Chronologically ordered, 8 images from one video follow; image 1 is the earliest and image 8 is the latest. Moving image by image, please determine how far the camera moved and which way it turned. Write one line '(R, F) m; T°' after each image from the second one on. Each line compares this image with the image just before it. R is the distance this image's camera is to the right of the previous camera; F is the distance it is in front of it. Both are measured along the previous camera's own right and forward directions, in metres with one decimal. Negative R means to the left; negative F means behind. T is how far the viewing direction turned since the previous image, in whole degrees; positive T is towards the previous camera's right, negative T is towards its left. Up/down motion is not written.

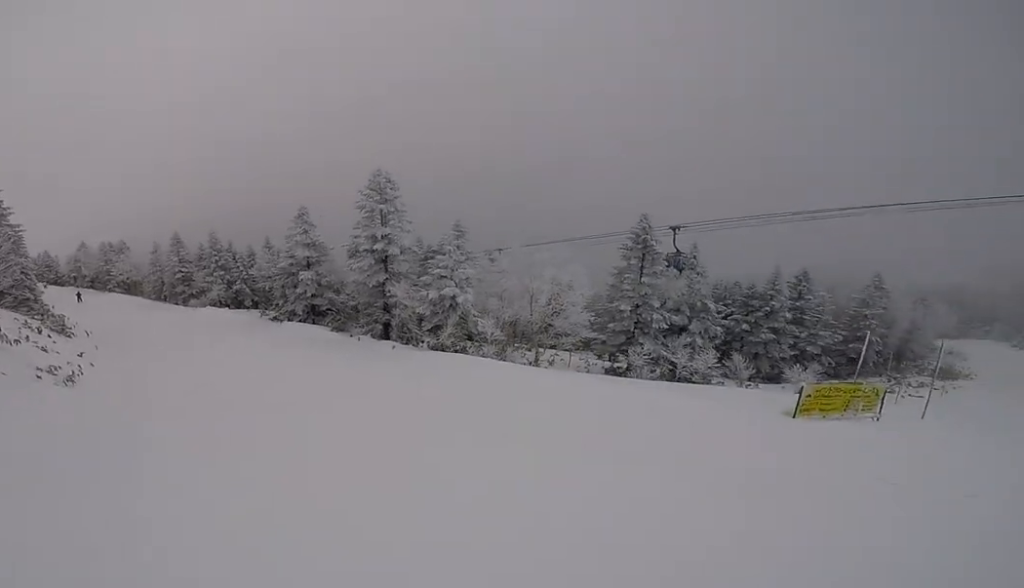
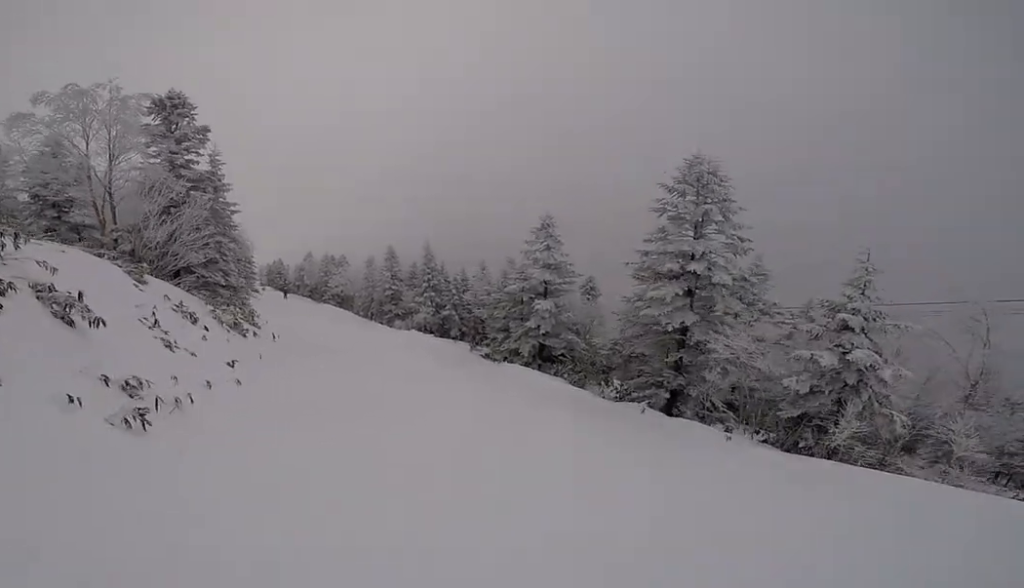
(-1.6, +11.7) m; -7°
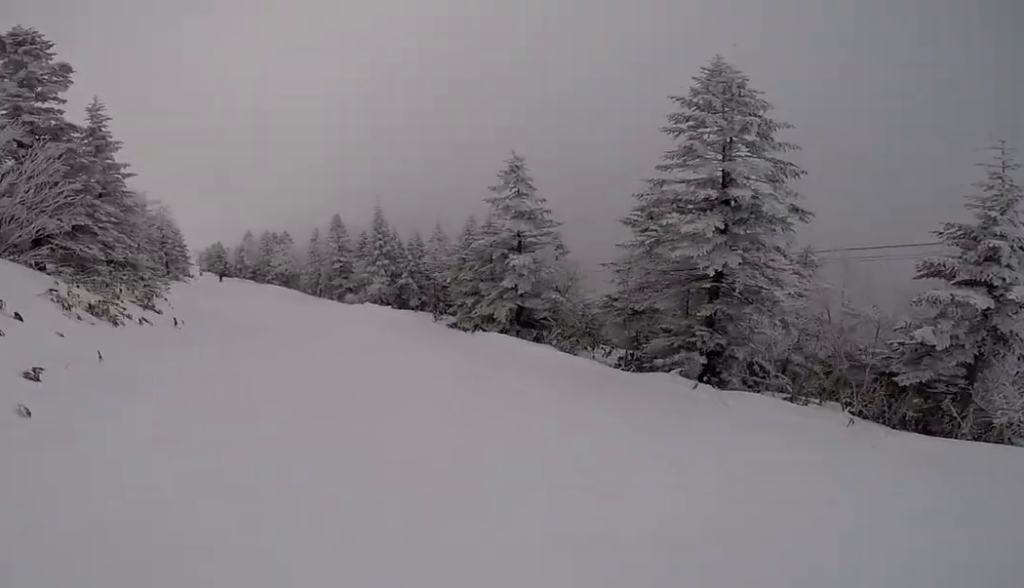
(+0.4, +4.7) m; 0°
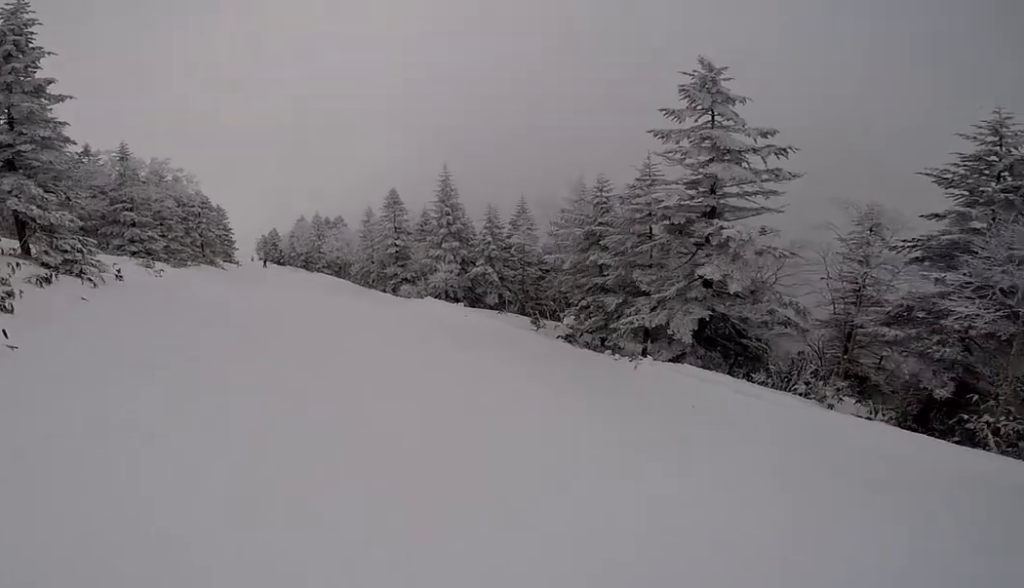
(-0.6, +8.4) m; 0°
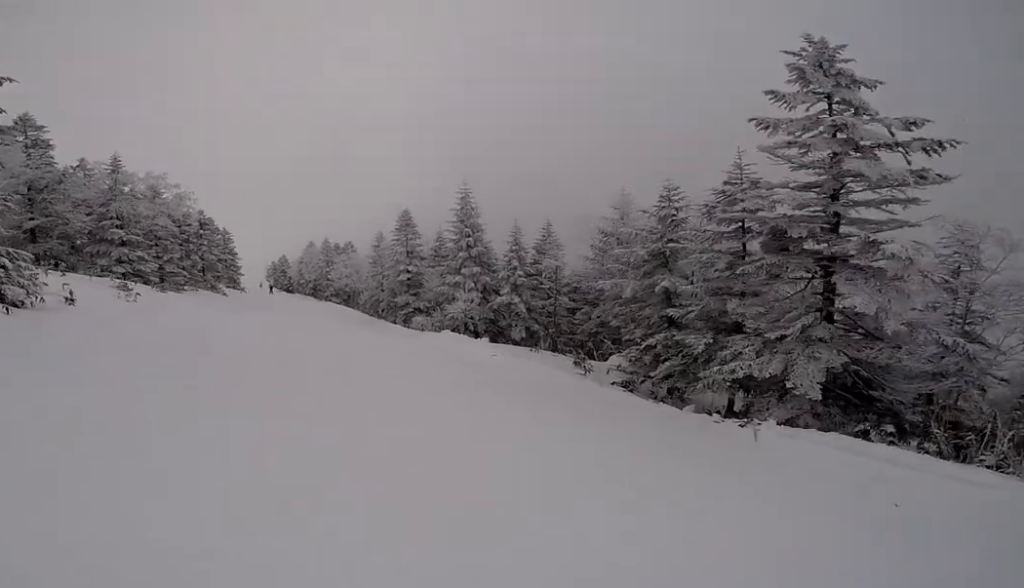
(+0.2, +3.1) m; 0°
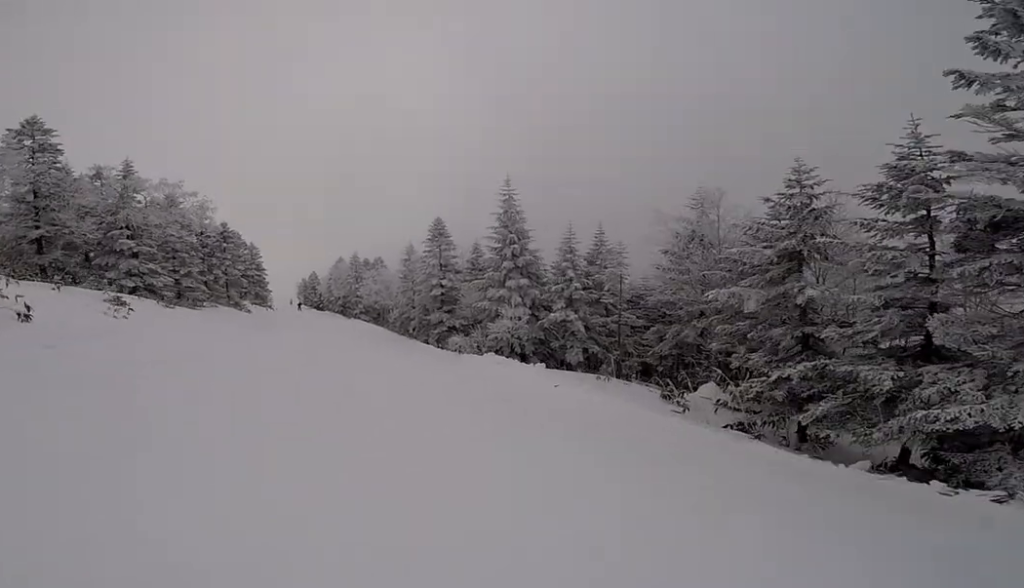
(+0.4, +3.0) m; 0°
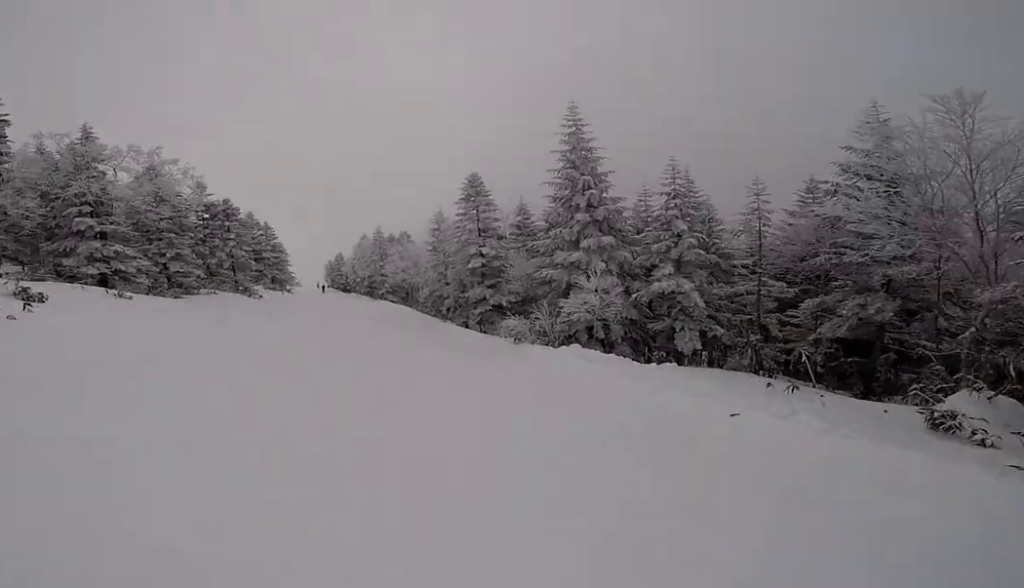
(-0.4, +5.4) m; -5°
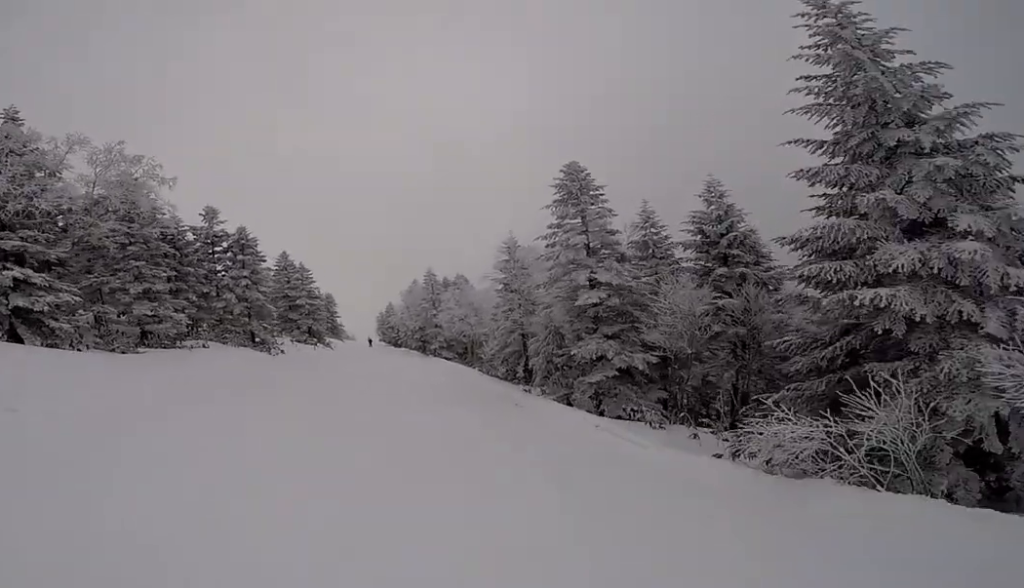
(-0.4, +8.9) m; +4°
